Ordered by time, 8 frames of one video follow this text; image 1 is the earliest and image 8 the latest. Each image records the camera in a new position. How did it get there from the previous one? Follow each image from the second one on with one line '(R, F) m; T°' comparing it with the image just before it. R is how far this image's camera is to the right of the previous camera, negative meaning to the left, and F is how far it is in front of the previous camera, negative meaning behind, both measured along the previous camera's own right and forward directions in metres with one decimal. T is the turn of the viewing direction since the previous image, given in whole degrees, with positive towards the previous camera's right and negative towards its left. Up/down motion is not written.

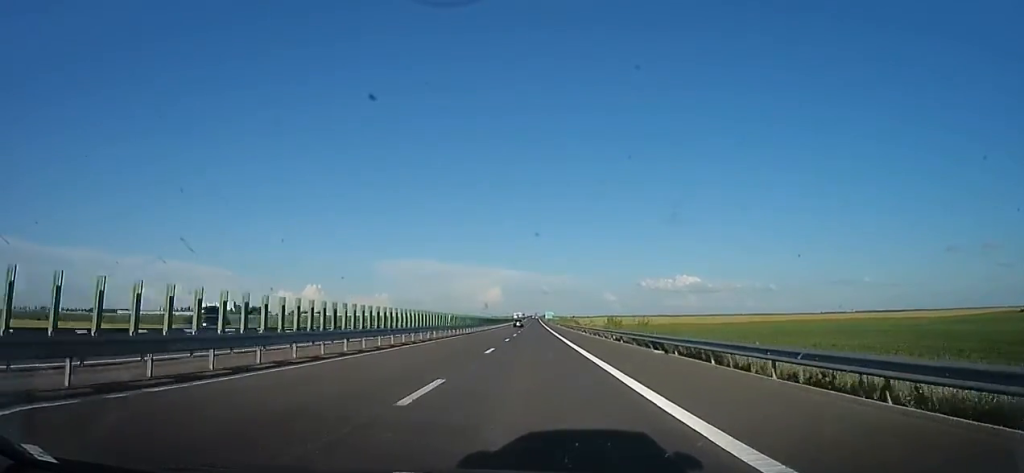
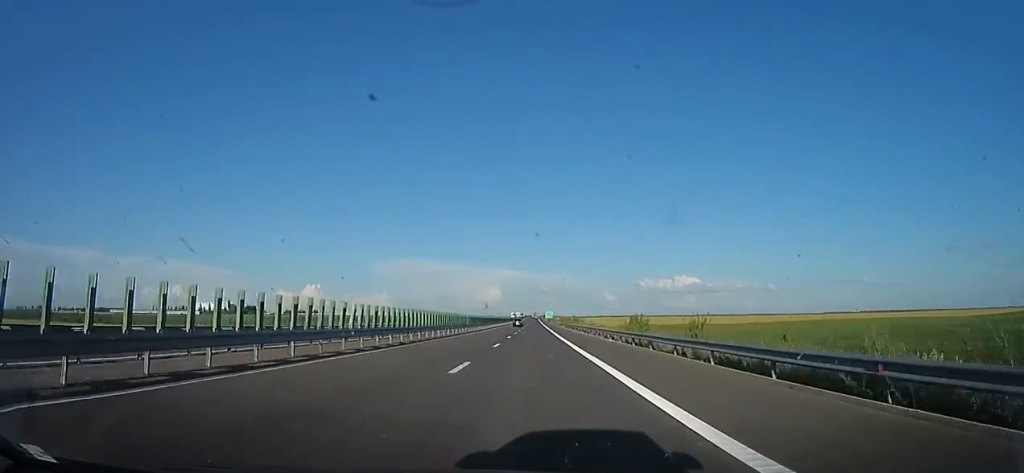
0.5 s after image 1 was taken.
(-0.5, +19.9) m; 0°
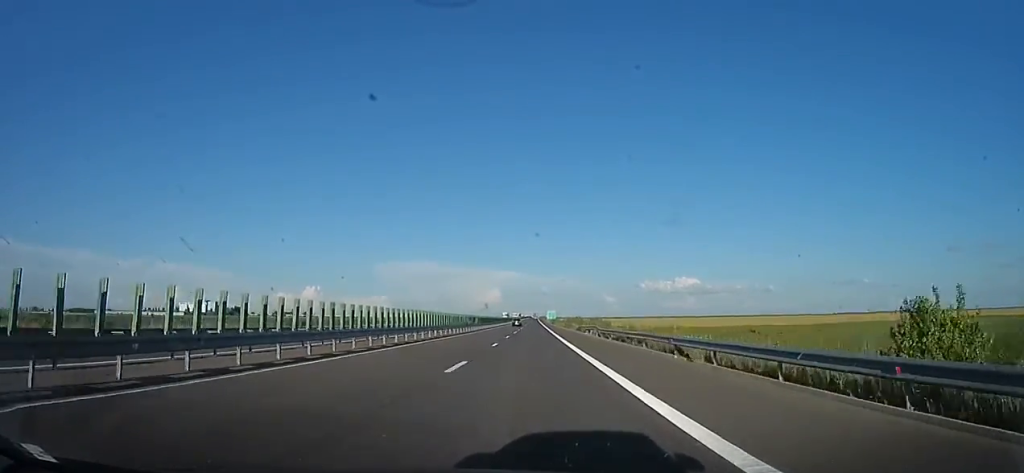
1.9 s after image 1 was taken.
(+0.8, +48.3) m; 0°
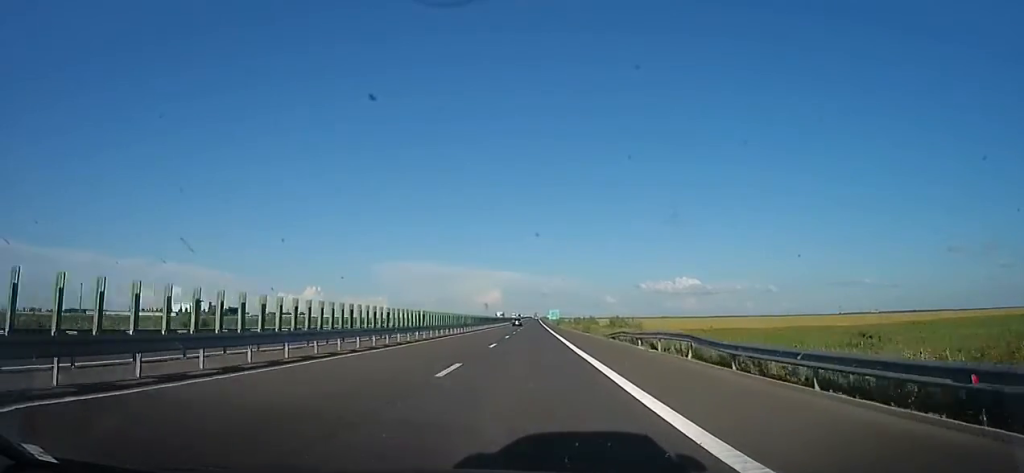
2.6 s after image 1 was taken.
(-0.7, +25.3) m; 0°
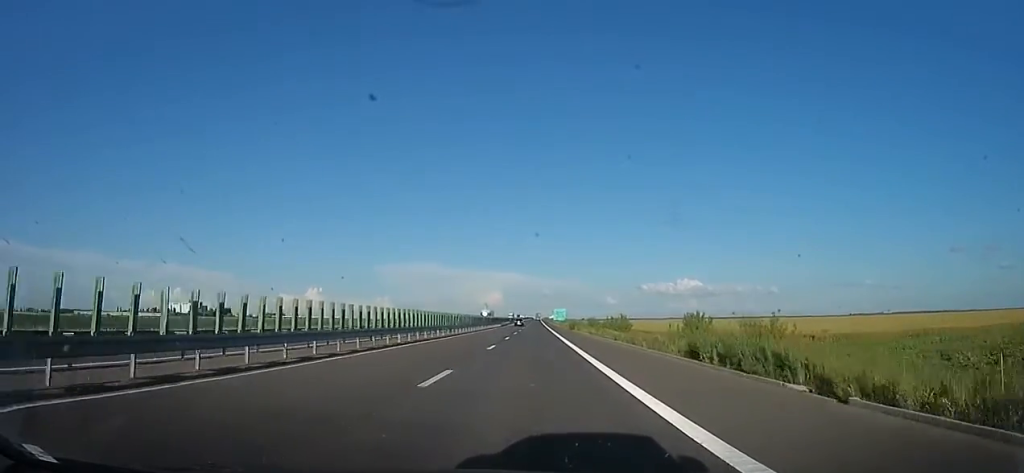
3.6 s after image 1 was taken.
(+1.4, +38.6) m; +2°
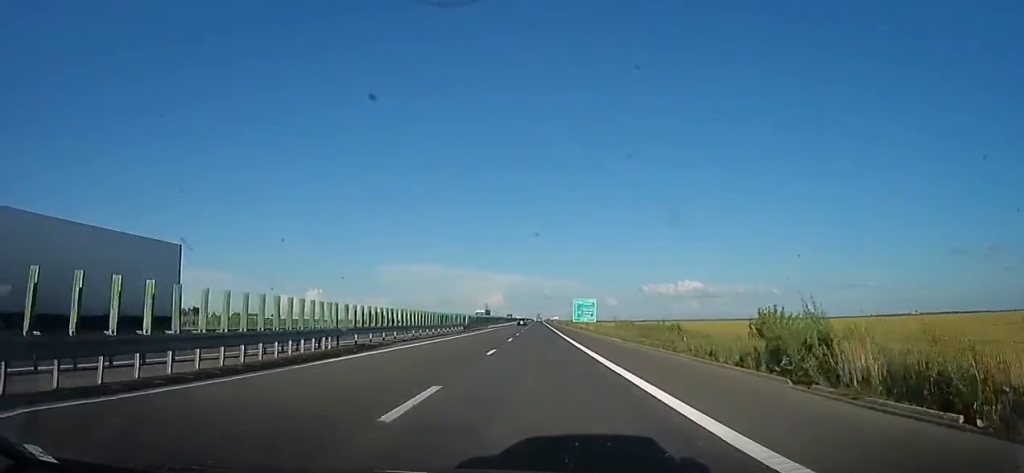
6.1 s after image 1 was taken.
(-4.2, +88.3) m; -3°
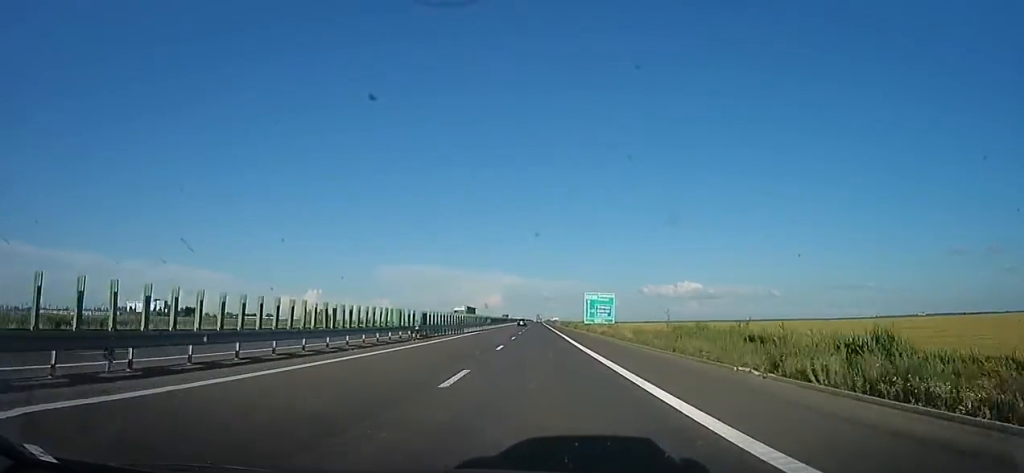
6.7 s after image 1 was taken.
(+0.1, +21.1) m; +1°
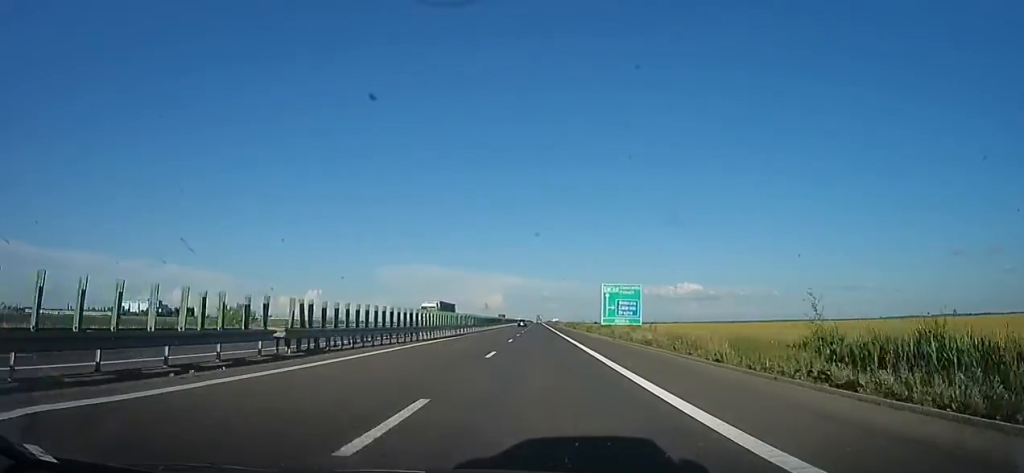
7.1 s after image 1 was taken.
(+0.7, +16.8) m; 0°
